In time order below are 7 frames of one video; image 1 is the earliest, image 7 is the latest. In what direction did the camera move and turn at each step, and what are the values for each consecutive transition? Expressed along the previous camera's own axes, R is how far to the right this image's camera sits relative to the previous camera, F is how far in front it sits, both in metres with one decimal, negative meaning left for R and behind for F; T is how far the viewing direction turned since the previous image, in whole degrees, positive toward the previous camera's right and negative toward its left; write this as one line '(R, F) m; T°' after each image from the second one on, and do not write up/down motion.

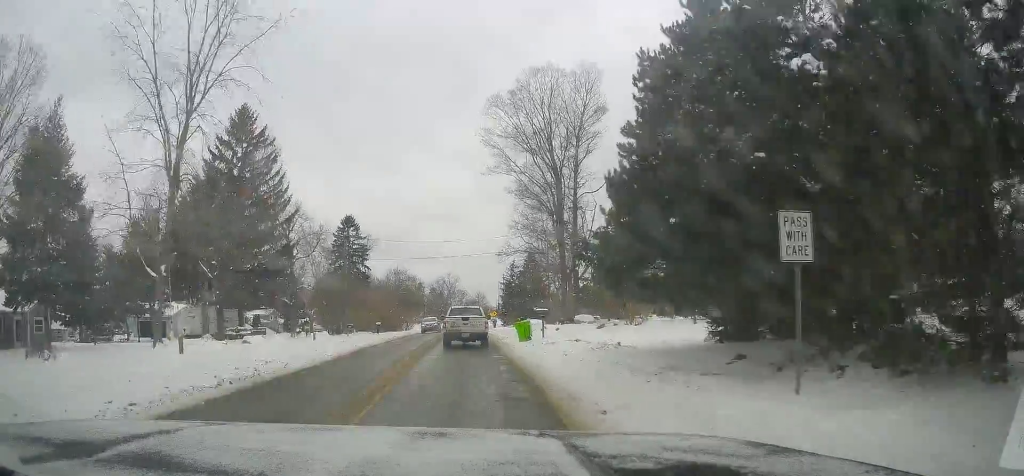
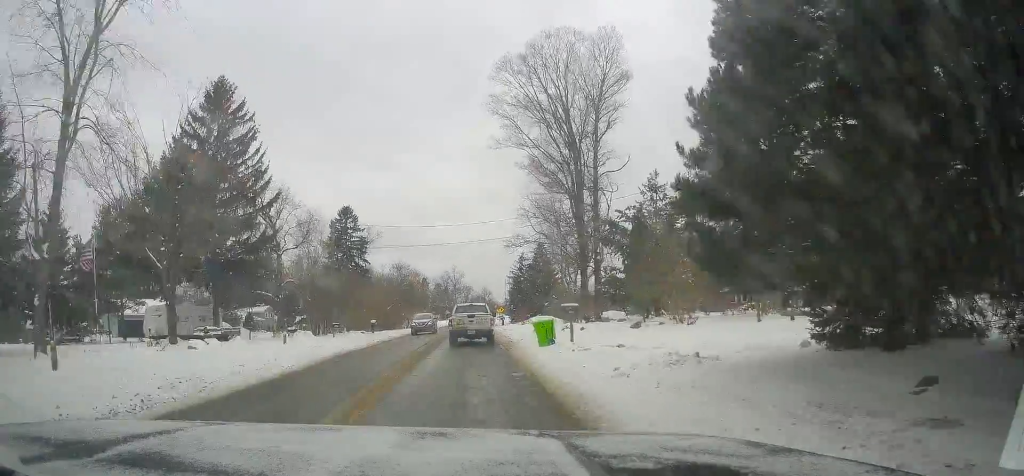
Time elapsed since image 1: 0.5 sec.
(+0.1, +6.6) m; -2°
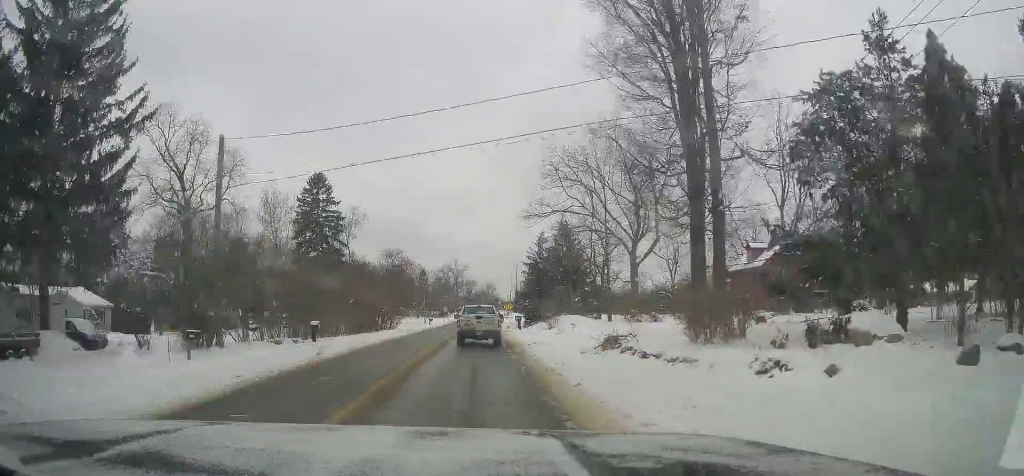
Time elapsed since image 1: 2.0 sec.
(-1.5, +21.5) m; -4°
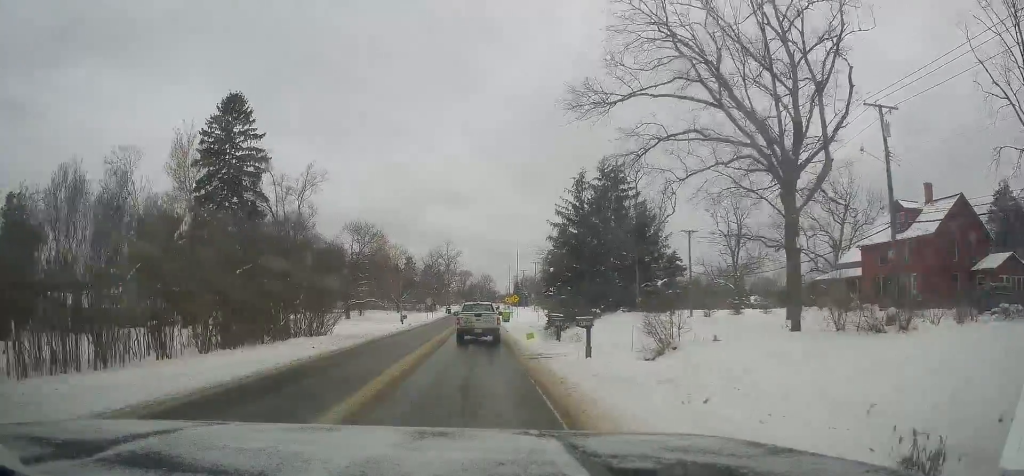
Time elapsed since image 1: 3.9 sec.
(+0.7, +28.9) m; +2°
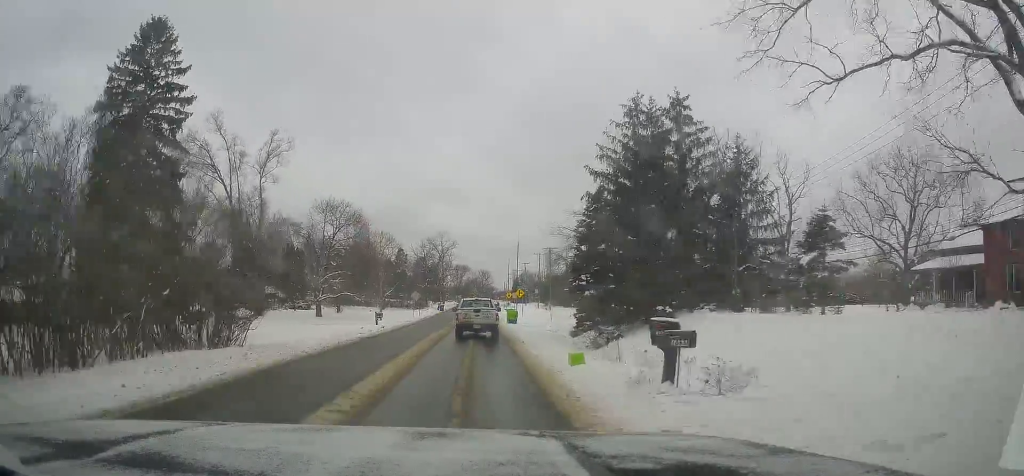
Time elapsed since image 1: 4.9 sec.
(0.0, +15.6) m; -1°
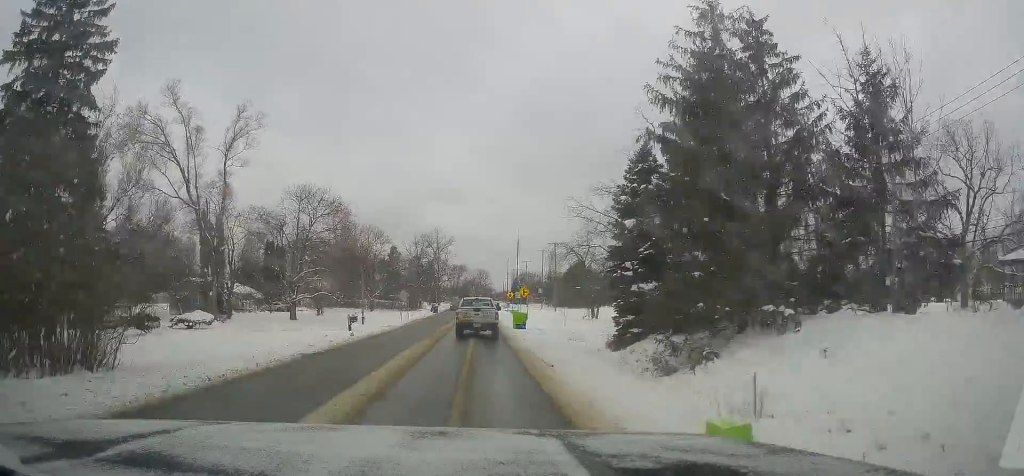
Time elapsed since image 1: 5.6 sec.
(-0.1, +10.4) m; 0°
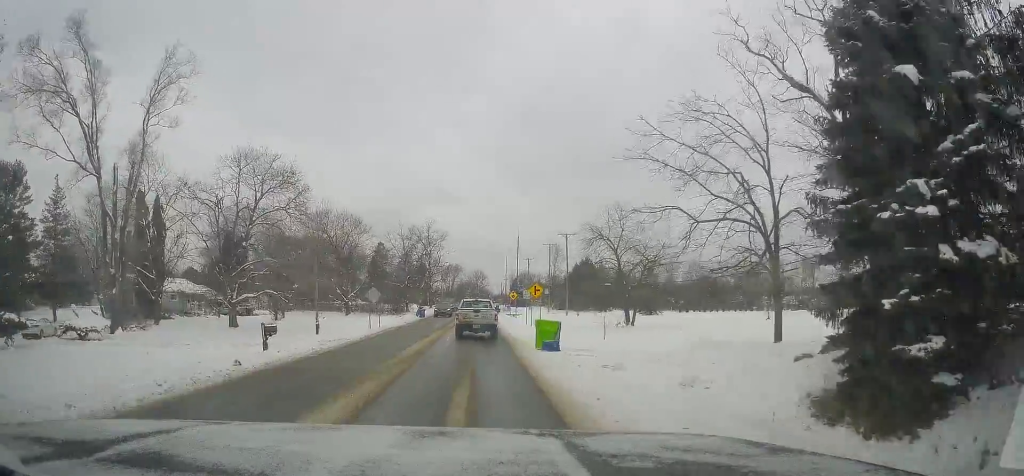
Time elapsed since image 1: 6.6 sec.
(+0.2, +16.6) m; +1°
